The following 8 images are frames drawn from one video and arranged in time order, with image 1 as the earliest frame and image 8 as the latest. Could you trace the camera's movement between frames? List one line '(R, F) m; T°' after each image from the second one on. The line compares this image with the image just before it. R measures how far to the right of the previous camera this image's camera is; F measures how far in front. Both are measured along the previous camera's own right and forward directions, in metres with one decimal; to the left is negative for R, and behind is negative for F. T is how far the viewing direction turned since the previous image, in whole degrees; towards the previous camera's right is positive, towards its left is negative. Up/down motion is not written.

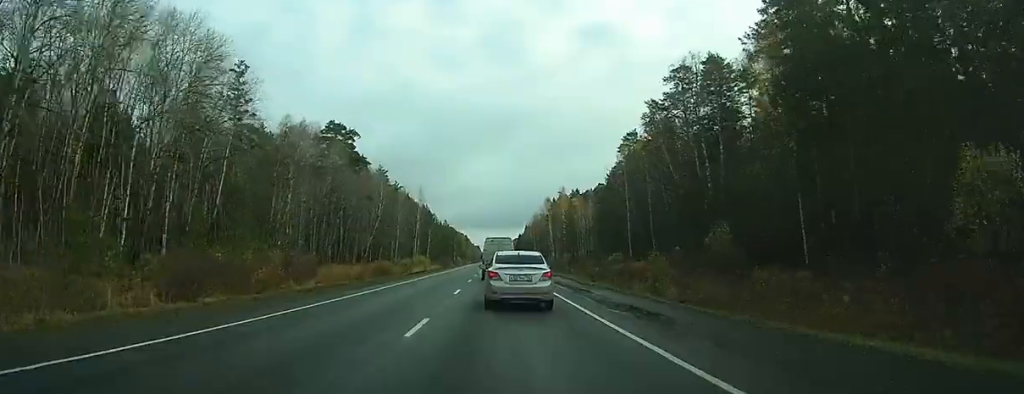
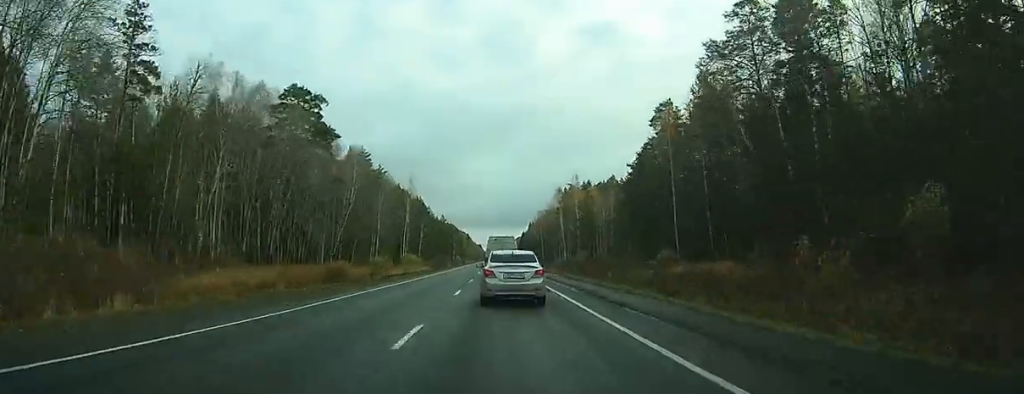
(+0.5, +32.6) m; +3°
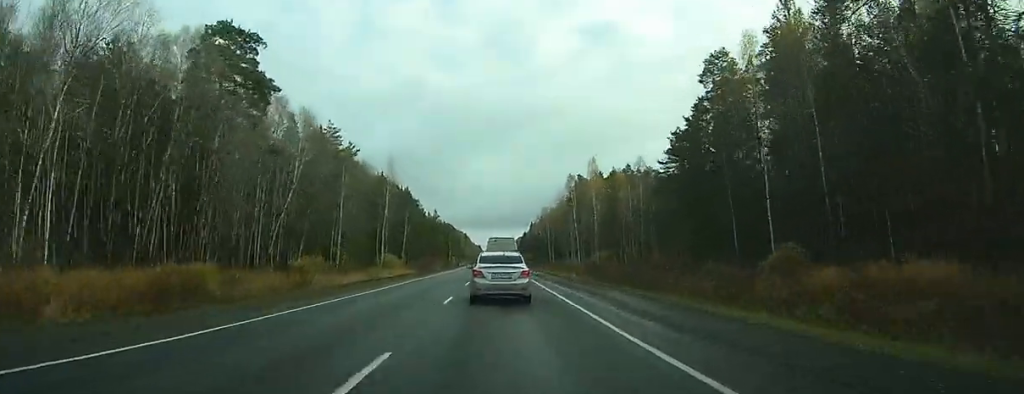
(+1.2, +30.3) m; +2°
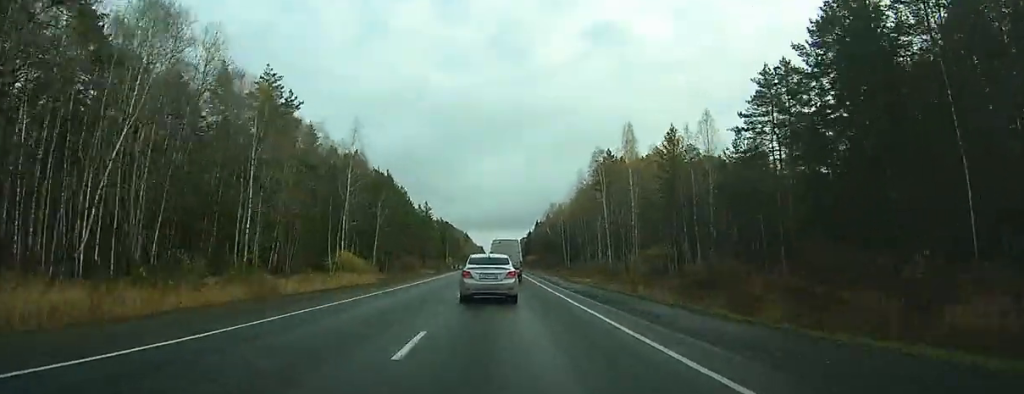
(+0.3, +35.7) m; +2°
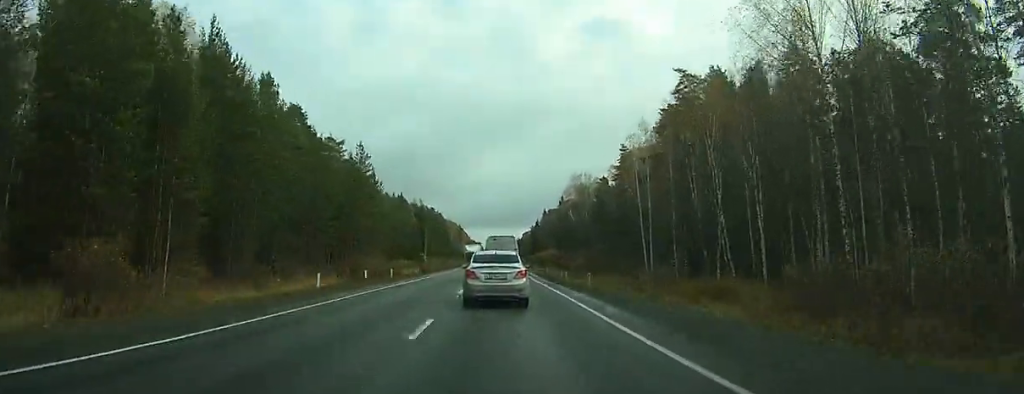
(-1.6, +80.9) m; -4°
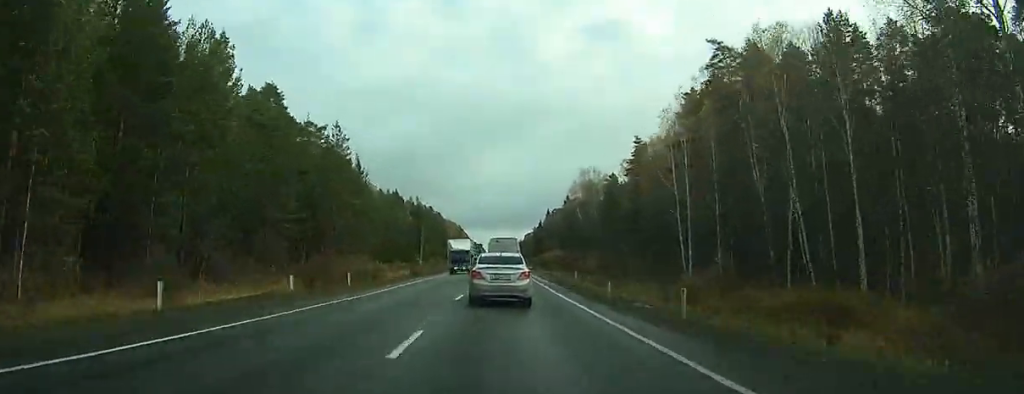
(-0.1, +14.3) m; 0°
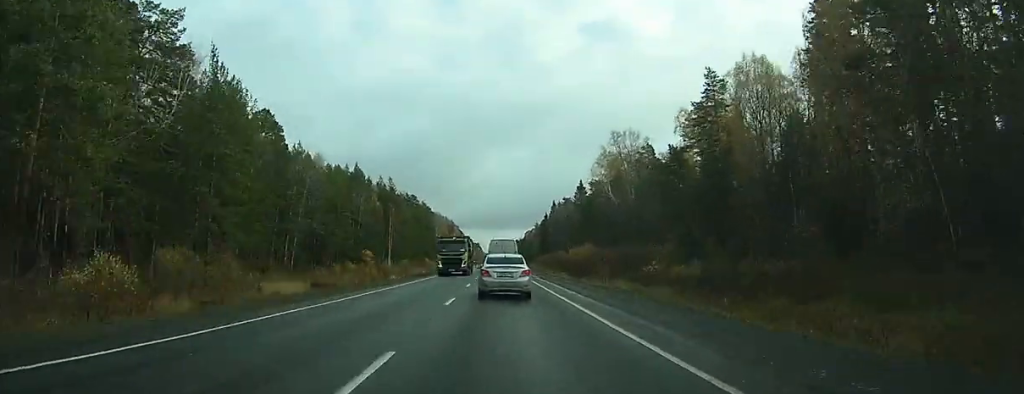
(+1.6, +50.4) m; +2°
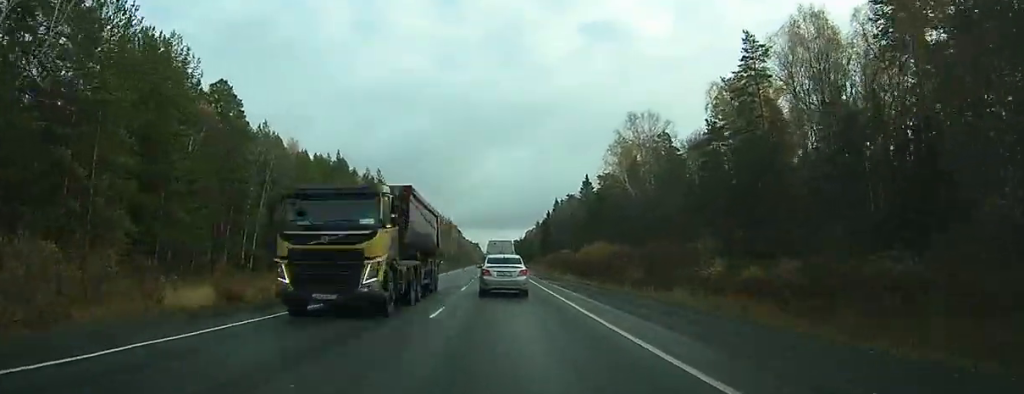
(+0.1, +16.2) m; 0°
